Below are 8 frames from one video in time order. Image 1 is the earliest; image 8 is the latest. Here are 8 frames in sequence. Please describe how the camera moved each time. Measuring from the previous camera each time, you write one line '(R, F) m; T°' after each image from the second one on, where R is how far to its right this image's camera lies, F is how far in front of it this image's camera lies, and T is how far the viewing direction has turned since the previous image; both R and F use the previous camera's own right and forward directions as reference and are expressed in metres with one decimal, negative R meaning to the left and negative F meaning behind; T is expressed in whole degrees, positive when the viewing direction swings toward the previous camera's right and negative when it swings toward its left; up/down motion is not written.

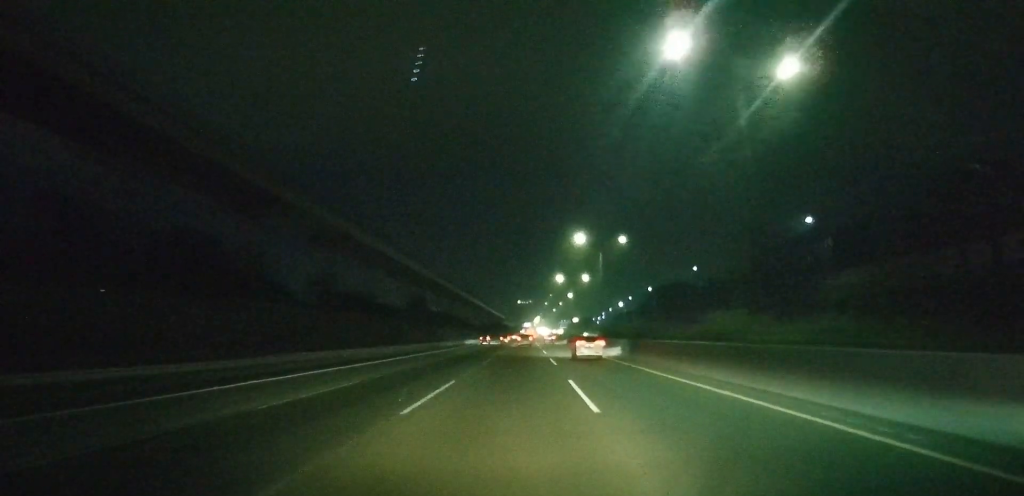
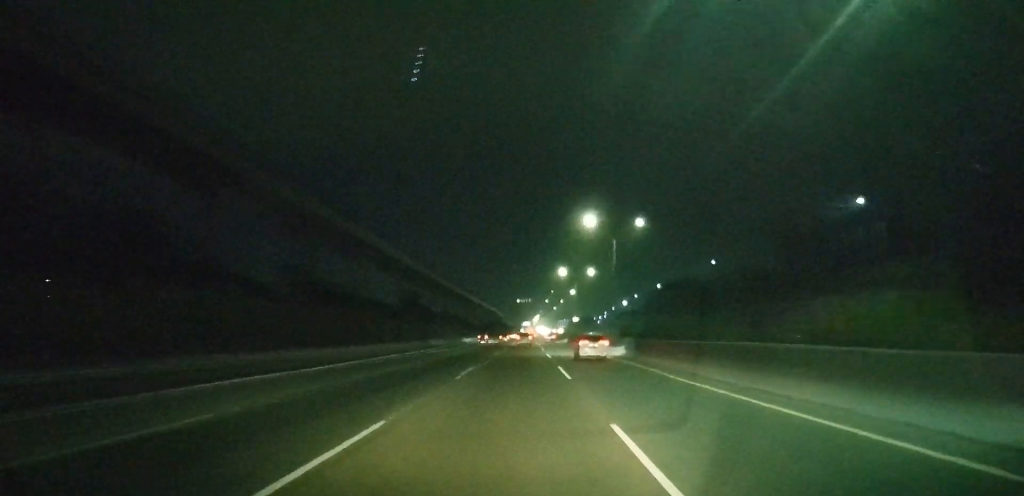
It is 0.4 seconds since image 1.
(0.0, +14.1) m; 0°
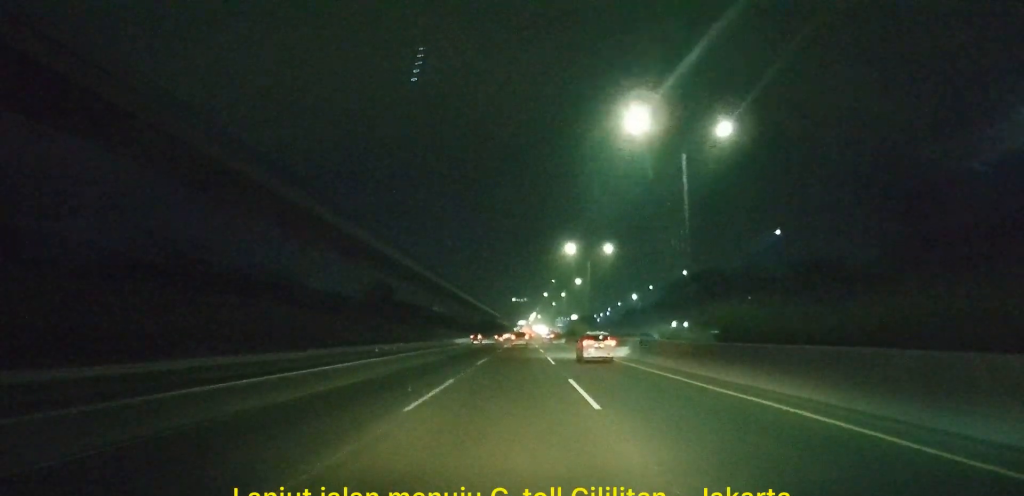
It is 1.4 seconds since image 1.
(0.0, +33.2) m; 0°
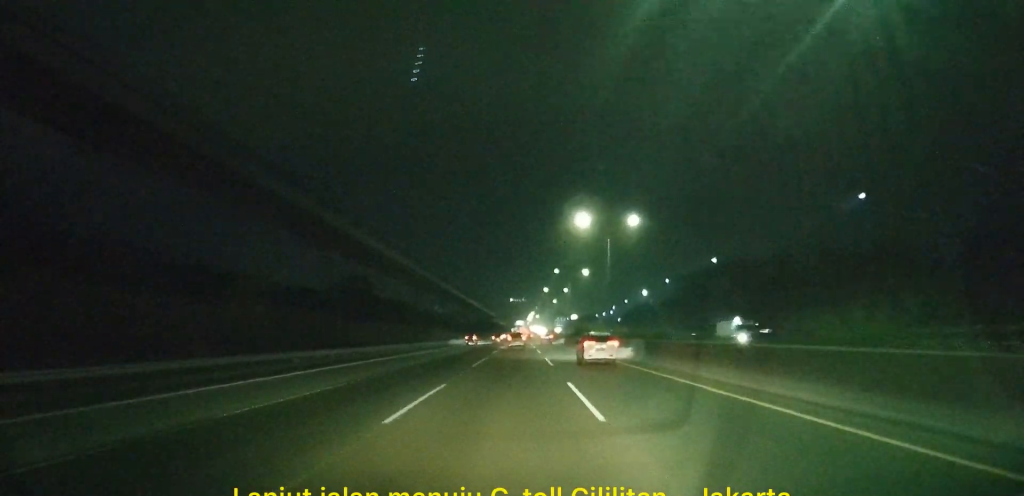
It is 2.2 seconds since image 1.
(+0.1, +23.1) m; 0°
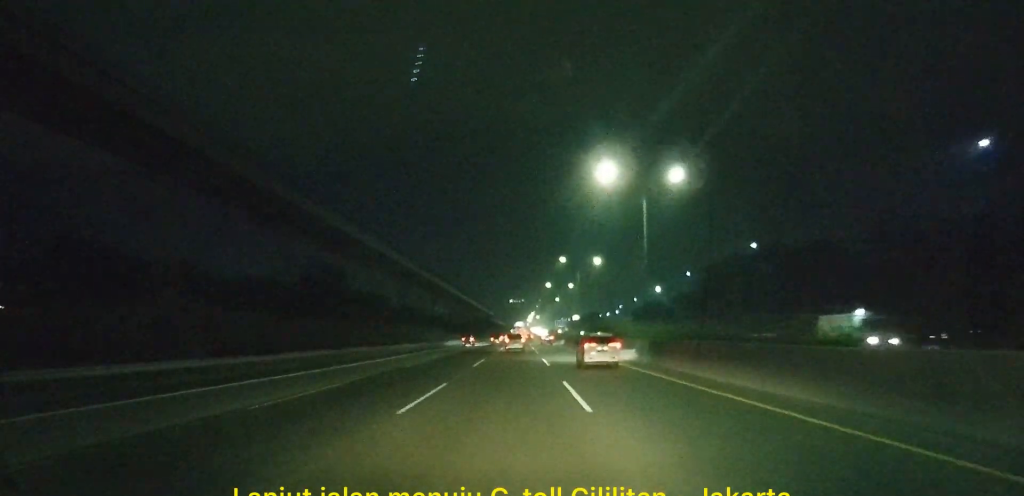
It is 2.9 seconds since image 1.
(-0.1, +19.5) m; 0°
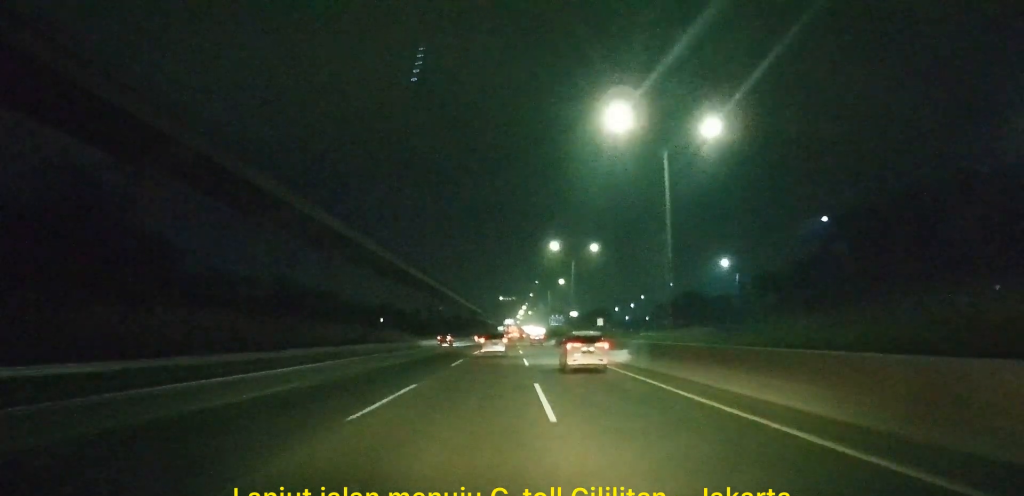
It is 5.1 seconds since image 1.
(+0.2, +62.3) m; +1°
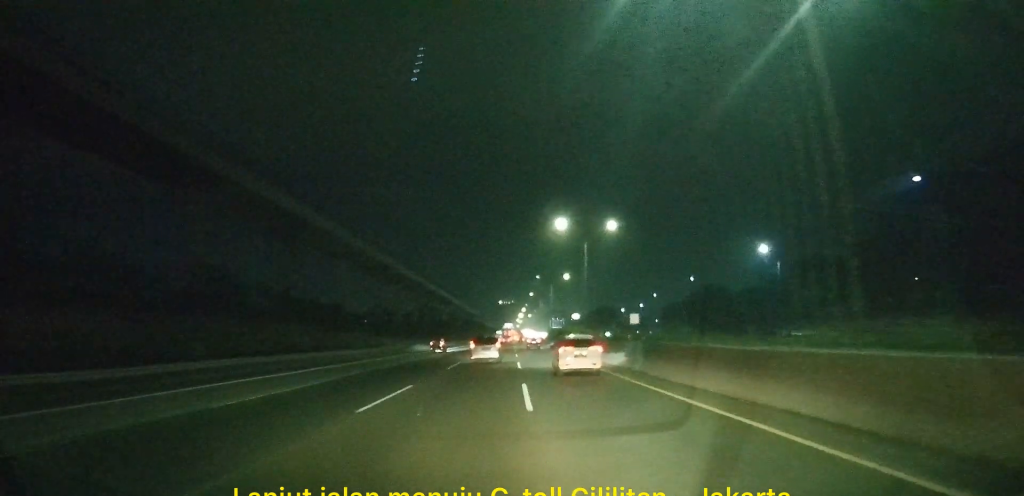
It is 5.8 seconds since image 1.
(+0.1, +18.1) m; 0°
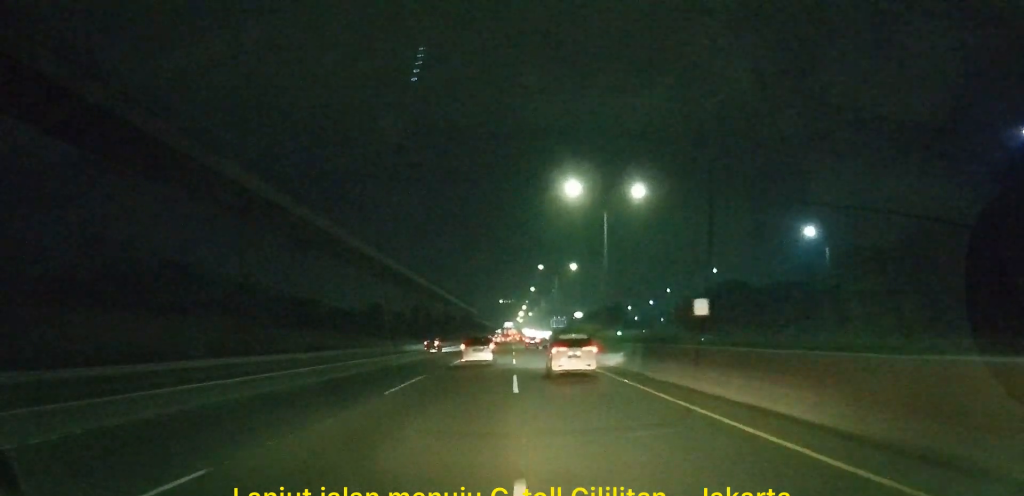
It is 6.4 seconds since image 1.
(0.0, +14.5) m; 0°
